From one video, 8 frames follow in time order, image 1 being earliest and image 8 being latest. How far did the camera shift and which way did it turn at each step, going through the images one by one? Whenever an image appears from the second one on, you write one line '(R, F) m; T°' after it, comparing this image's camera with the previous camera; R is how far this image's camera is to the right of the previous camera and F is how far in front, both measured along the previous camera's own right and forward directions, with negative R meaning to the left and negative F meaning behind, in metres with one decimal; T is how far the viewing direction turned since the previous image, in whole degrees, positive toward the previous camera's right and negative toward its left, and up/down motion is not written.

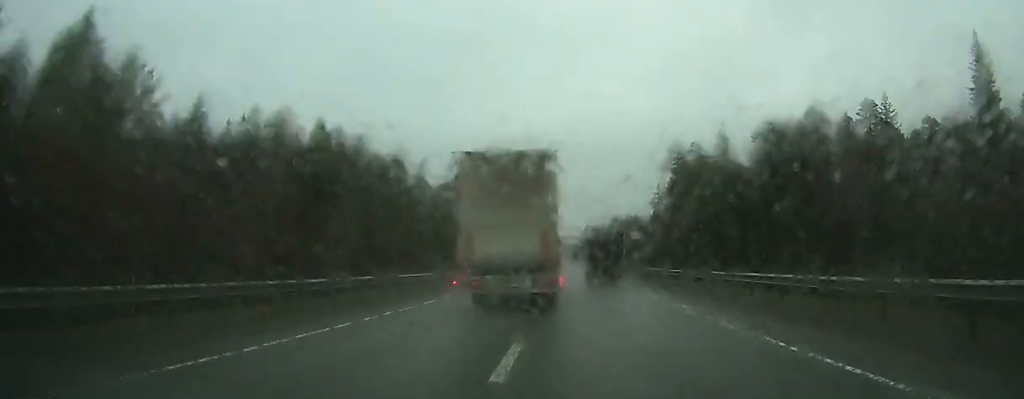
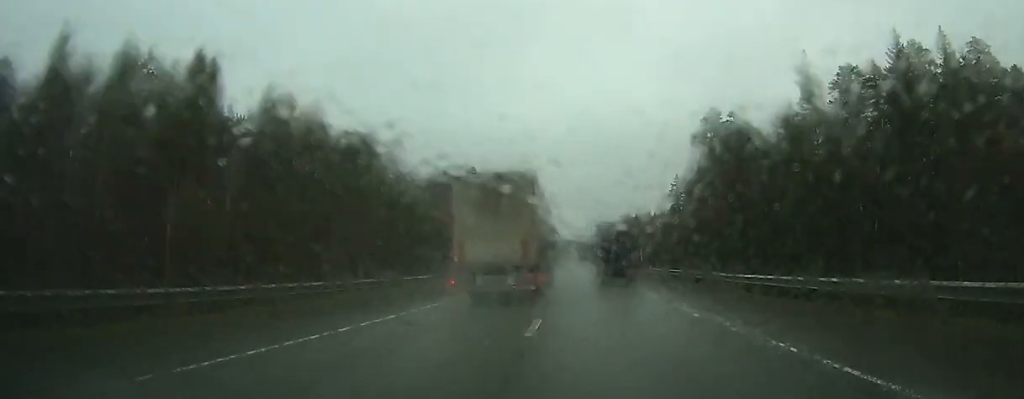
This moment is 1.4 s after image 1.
(-0.1, +32.4) m; 0°
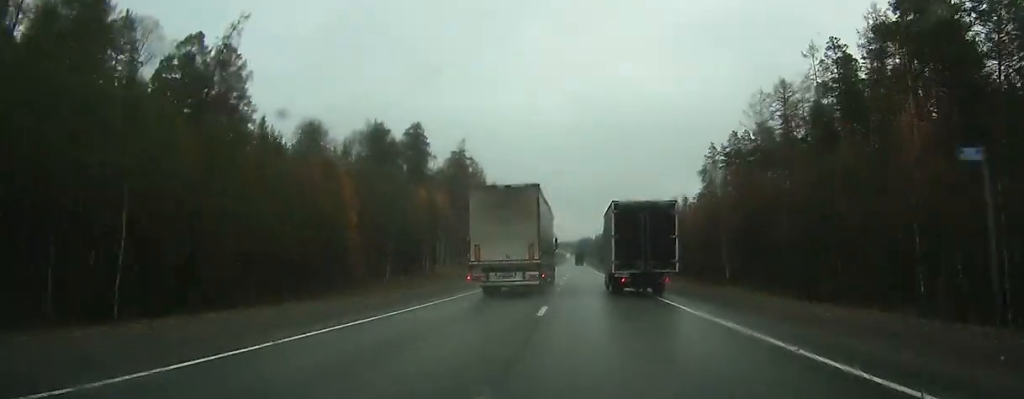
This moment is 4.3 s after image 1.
(-0.2, +65.6) m; 0°
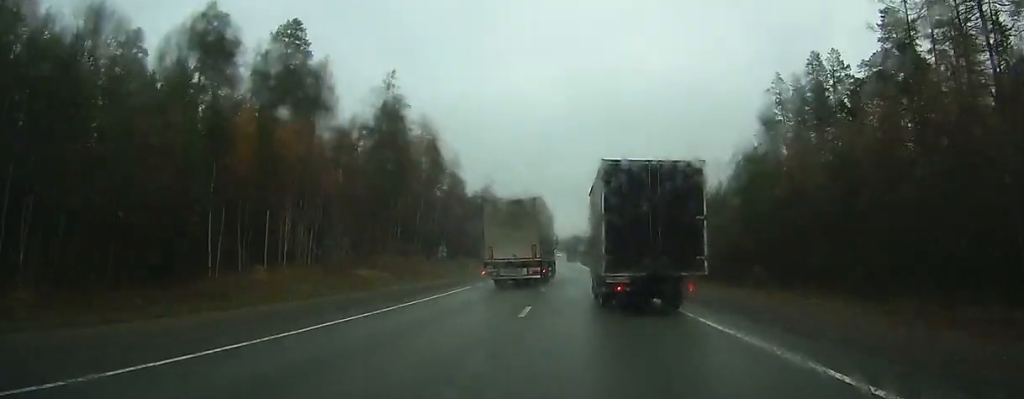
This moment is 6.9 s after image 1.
(0.0, +57.9) m; 0°
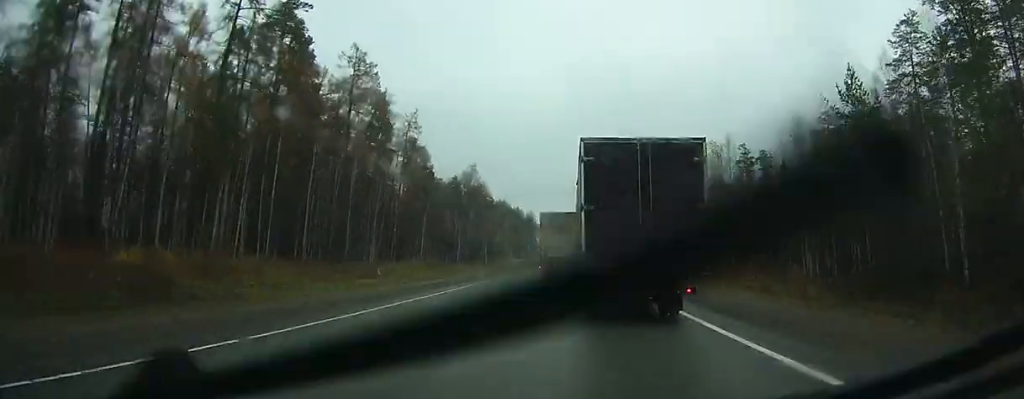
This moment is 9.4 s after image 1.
(-0.3, +50.1) m; 0°
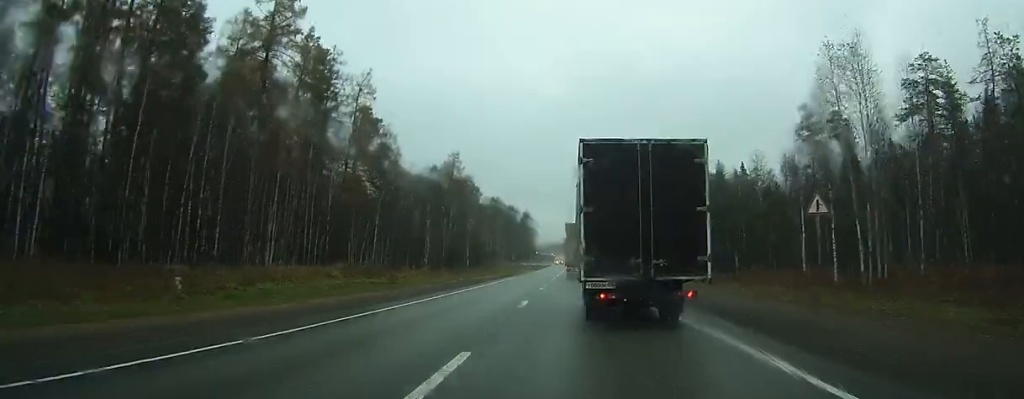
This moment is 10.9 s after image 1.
(0.0, +29.8) m; 0°
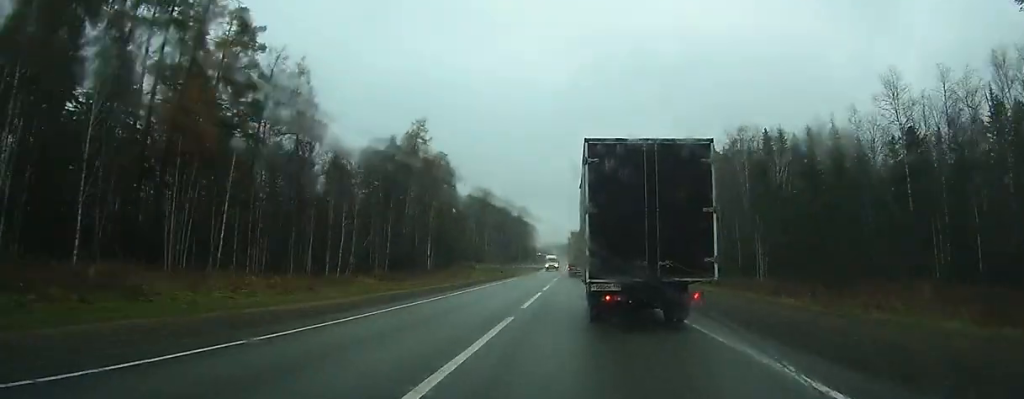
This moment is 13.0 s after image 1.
(+0.1, +45.3) m; 0°
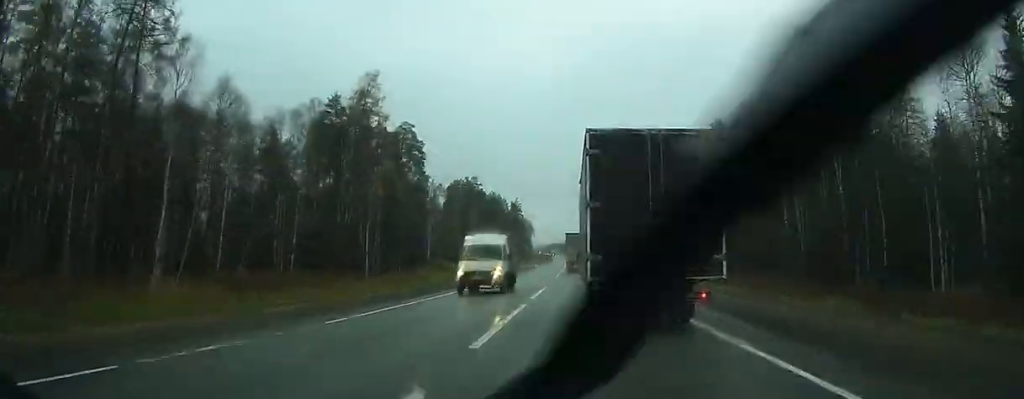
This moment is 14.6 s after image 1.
(0.0, +33.9) m; 0°
